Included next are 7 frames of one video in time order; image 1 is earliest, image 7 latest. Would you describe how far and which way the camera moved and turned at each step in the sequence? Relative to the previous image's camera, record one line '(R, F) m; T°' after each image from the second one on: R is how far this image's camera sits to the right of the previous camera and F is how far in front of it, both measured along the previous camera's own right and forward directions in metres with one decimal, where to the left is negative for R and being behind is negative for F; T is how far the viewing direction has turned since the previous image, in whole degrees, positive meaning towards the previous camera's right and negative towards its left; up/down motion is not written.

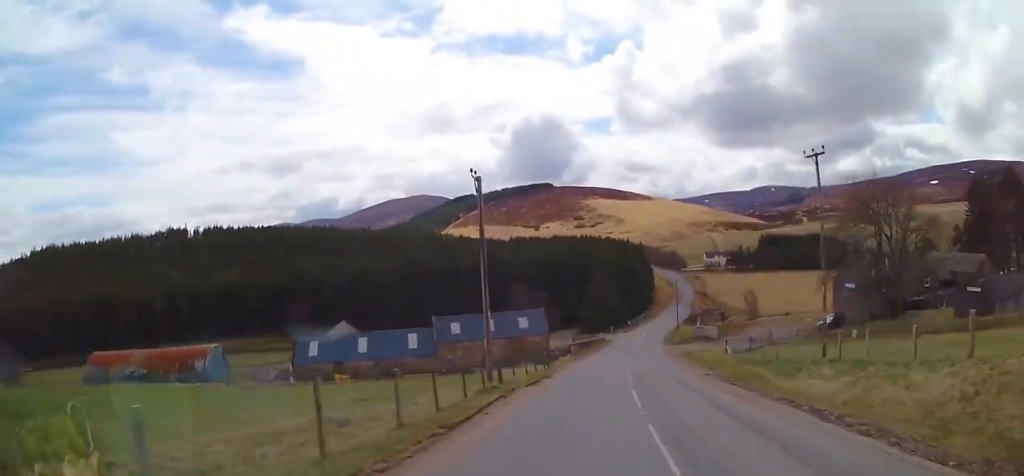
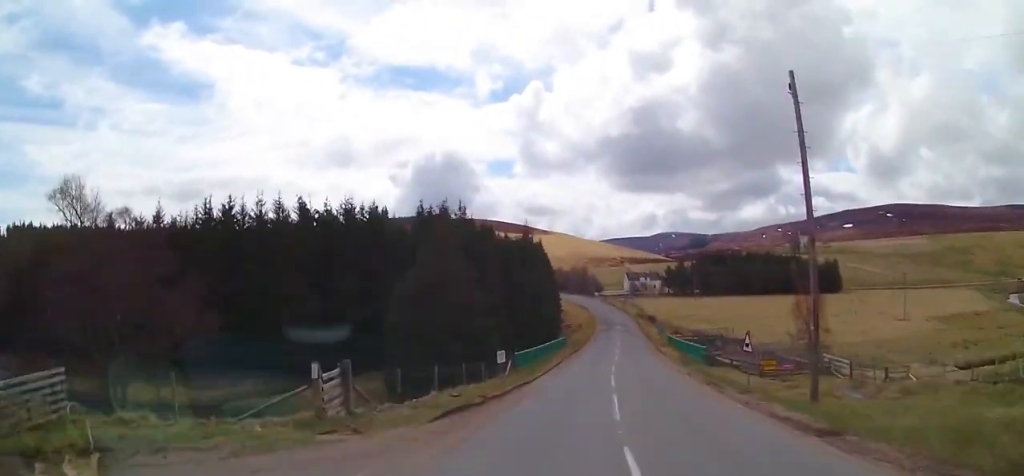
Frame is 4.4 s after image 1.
(+8.3, +80.3) m; +11°
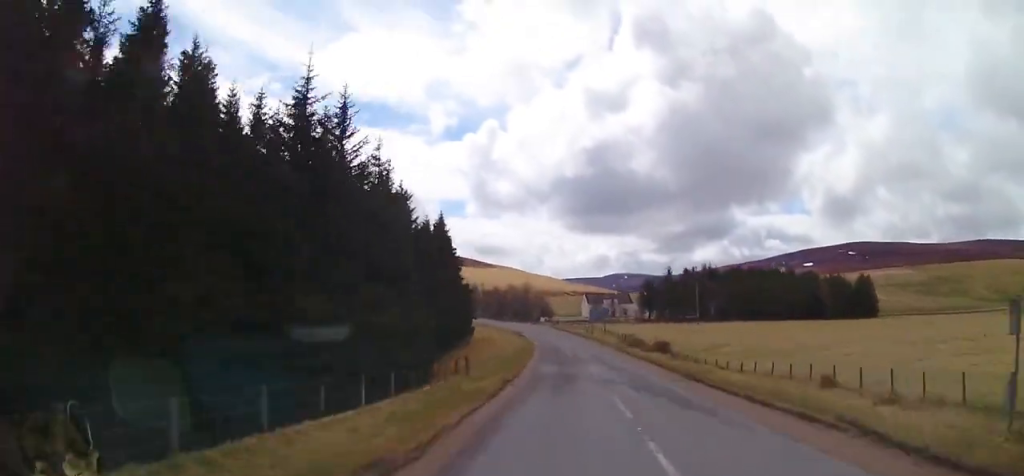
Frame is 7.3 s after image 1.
(+3.3, +57.0) m; +2°
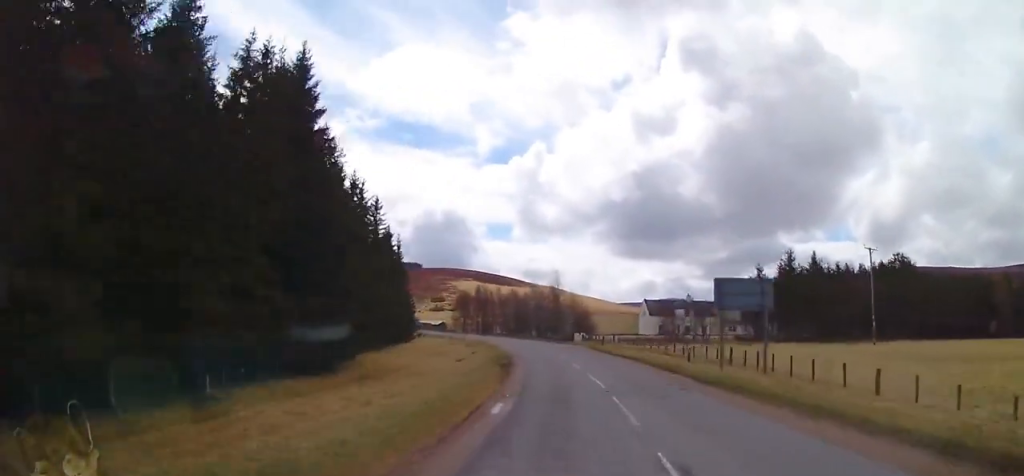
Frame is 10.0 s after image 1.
(-0.7, +50.2) m; -5°
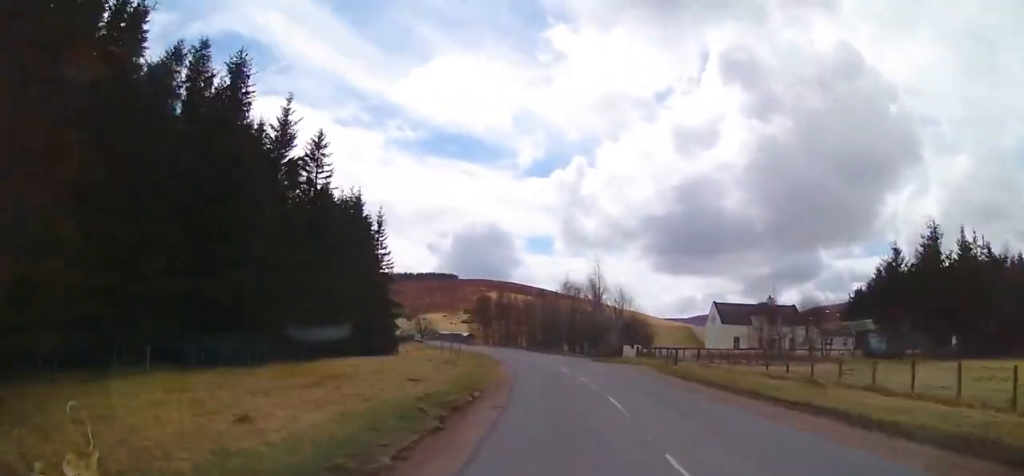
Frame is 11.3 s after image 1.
(+0.6, +25.8) m; -4°
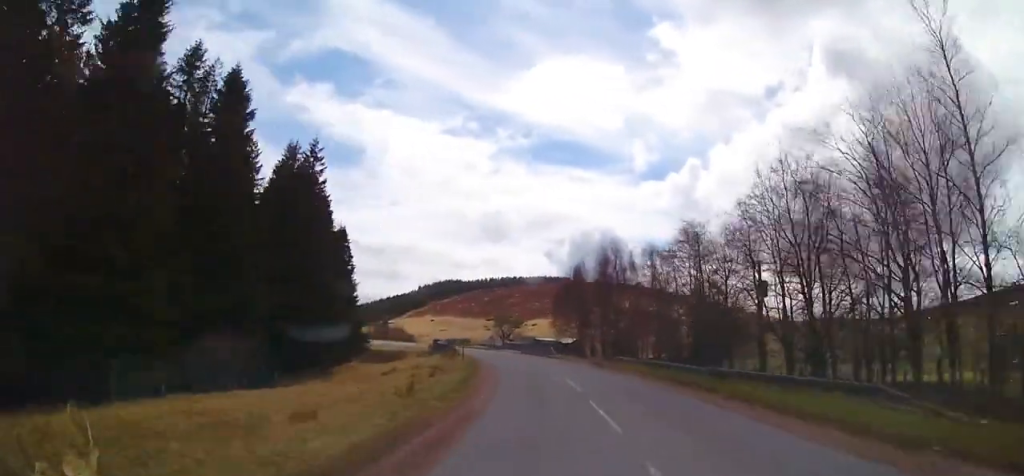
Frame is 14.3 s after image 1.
(-5.1, +51.1) m; -12°
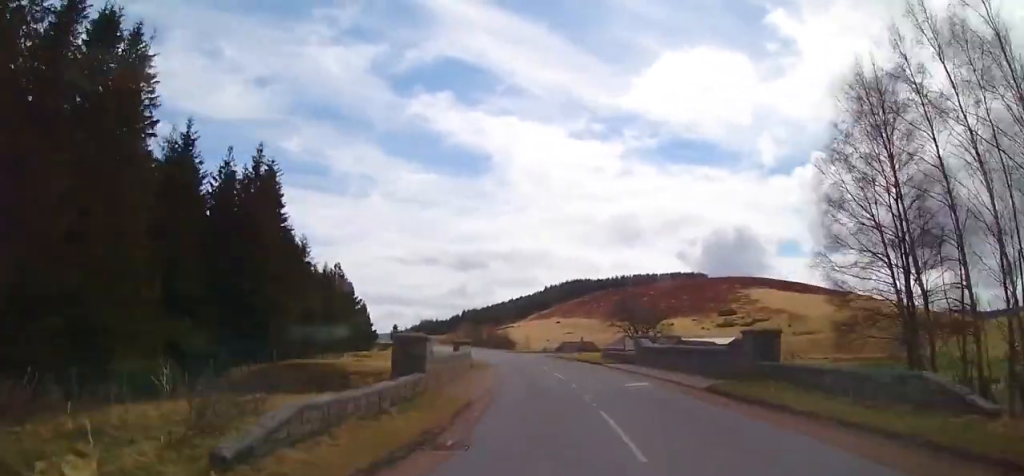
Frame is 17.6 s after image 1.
(-7.7, +52.9) m; -14°
